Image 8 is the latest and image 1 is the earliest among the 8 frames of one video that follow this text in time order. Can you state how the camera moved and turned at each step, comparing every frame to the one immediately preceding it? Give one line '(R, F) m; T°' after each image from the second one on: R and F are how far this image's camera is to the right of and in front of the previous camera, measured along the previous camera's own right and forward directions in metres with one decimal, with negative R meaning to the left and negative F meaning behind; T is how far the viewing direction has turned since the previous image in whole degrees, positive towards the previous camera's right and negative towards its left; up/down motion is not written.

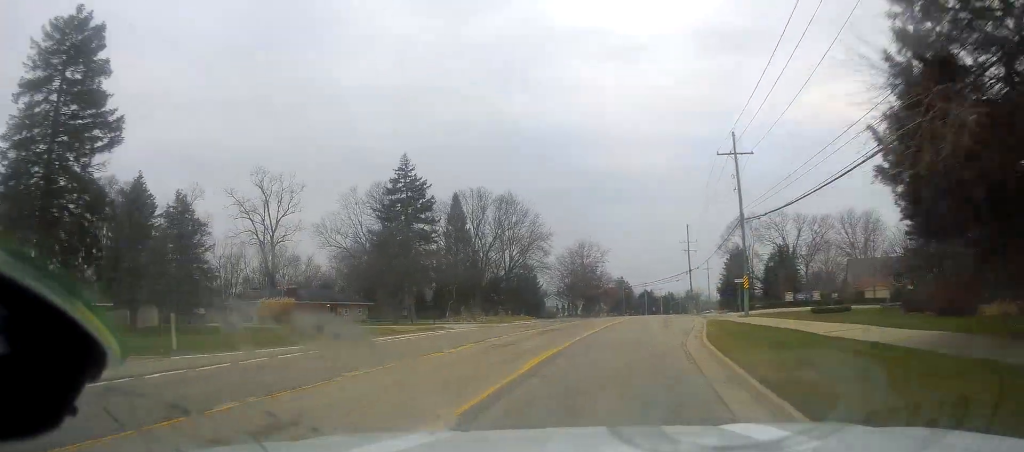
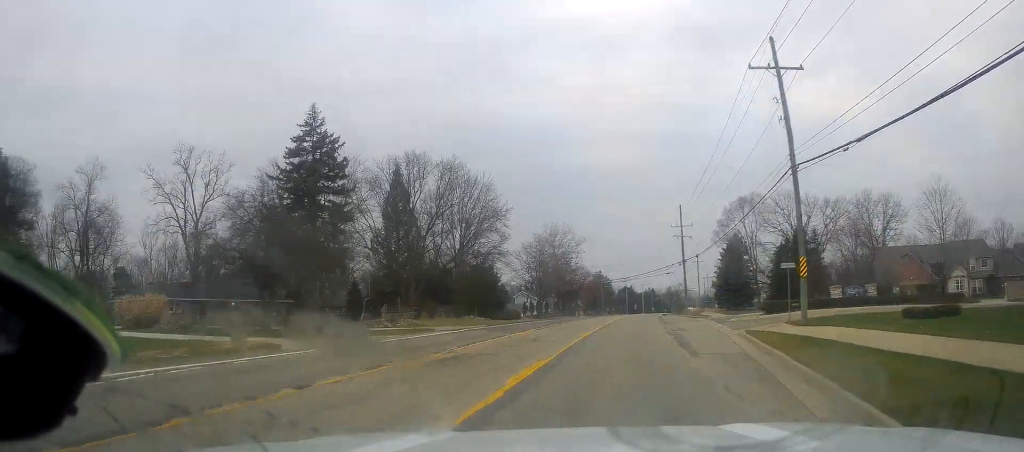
(0.0, +18.1) m; +1°
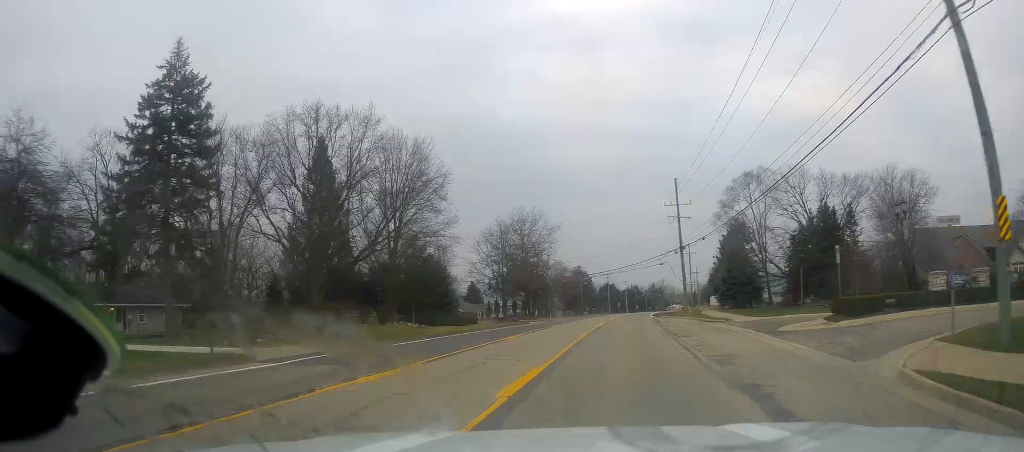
(+0.4, +16.9) m; +3°
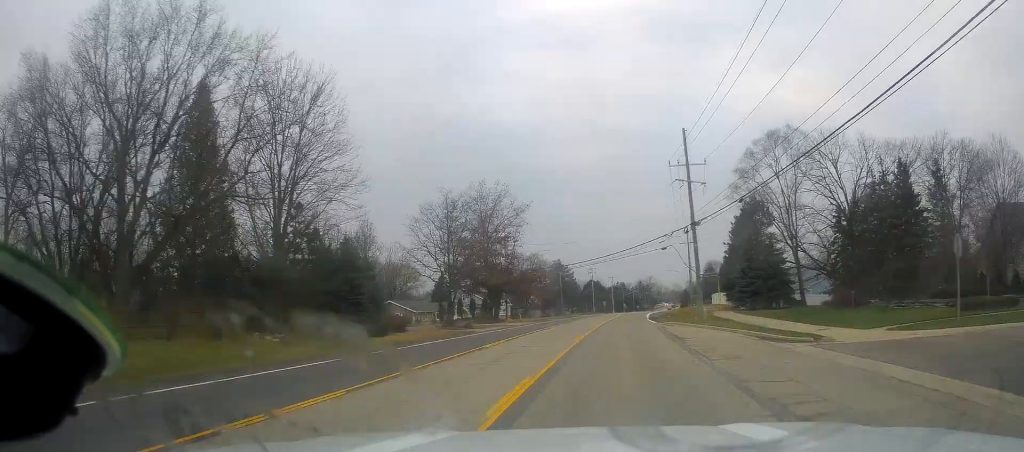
(+0.6, +18.9) m; +2°
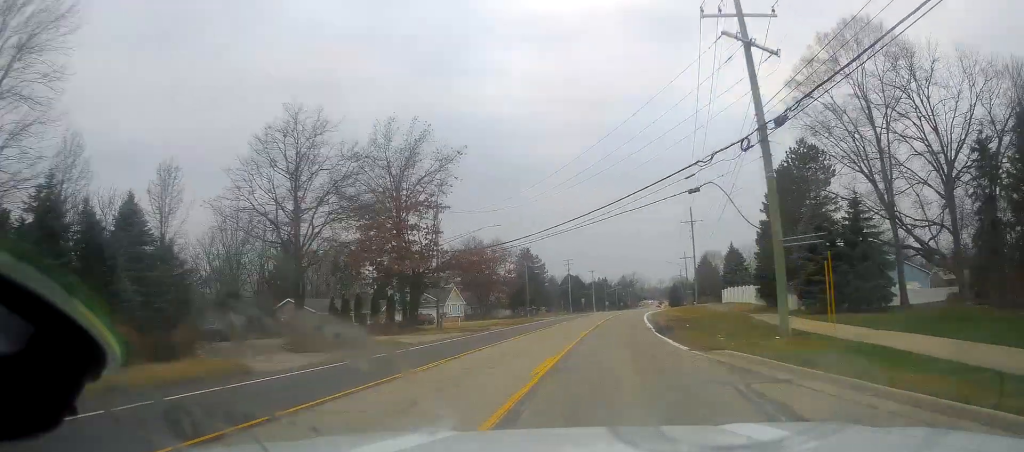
(-0.1, +25.1) m; +2°
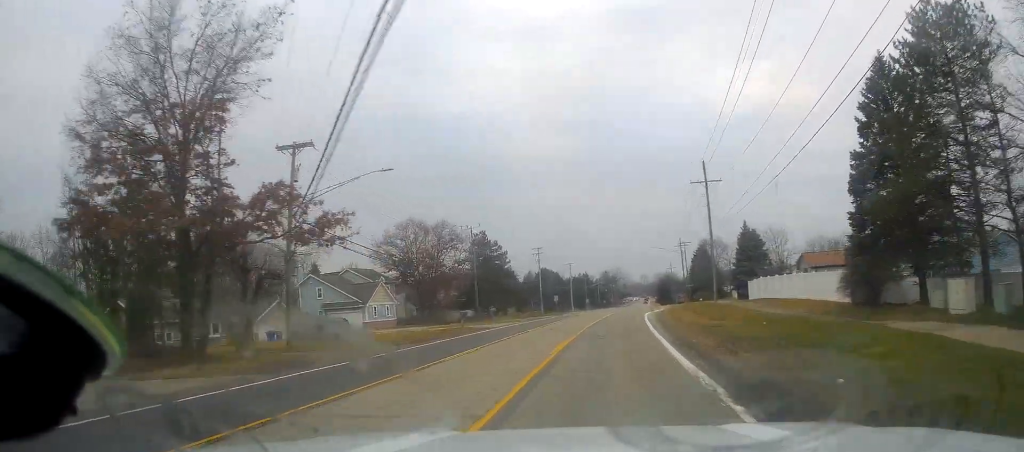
(+1.2, +25.3) m; +3°
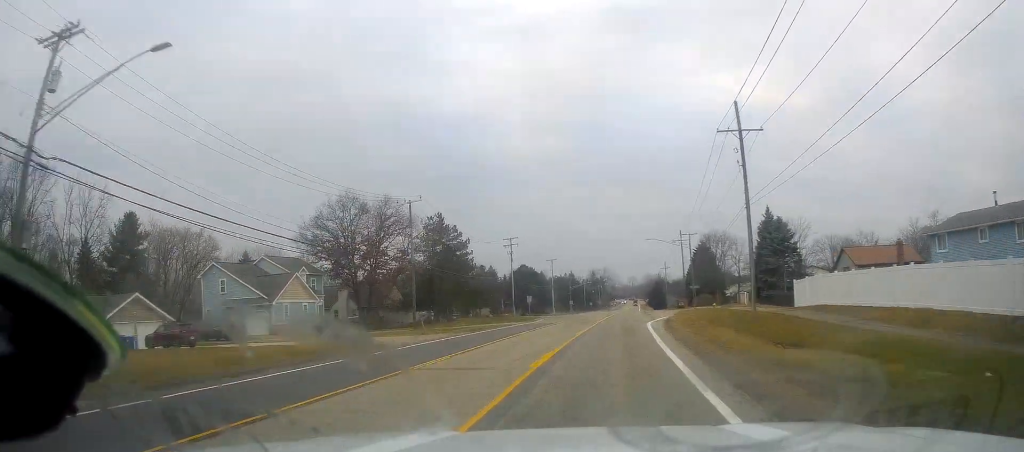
(0.0, +18.4) m; 0°
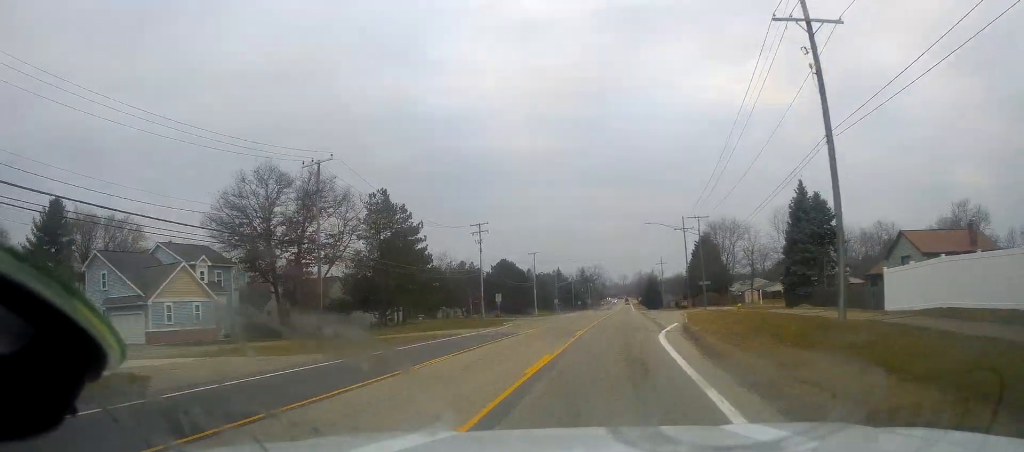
(0.0, +15.7) m; 0°
